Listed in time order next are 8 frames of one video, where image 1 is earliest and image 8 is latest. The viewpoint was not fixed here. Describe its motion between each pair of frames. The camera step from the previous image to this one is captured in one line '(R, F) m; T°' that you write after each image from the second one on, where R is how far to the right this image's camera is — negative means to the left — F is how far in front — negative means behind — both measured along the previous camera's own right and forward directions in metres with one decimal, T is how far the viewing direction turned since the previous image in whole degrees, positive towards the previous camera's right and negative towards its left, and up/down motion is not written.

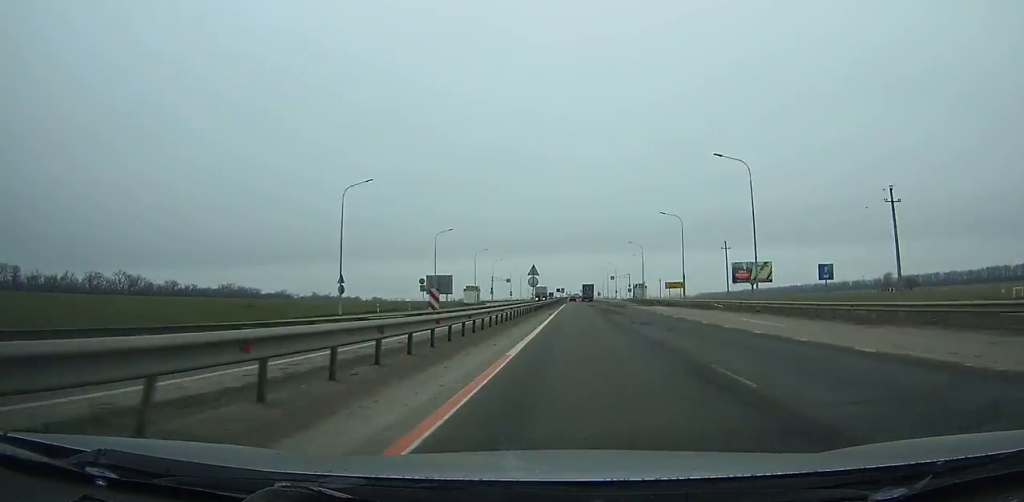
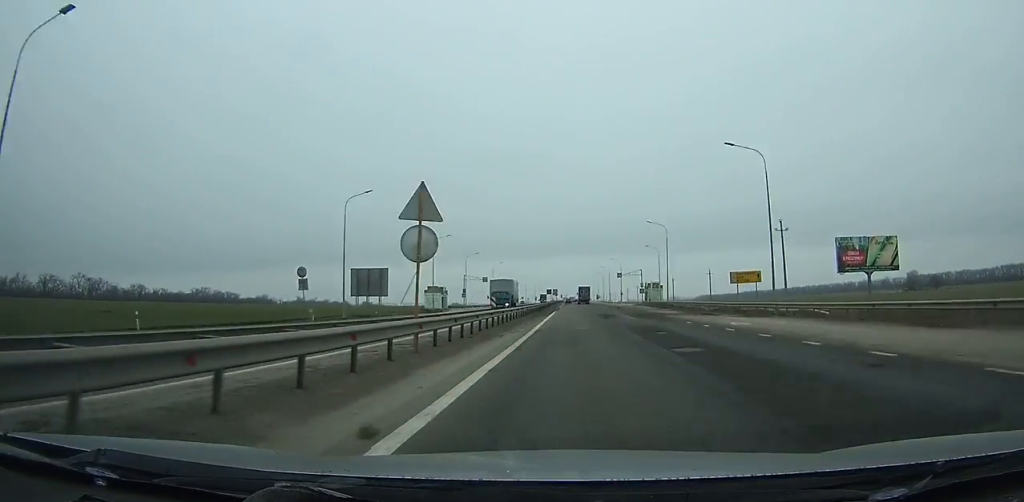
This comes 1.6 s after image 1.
(0.0, +36.1) m; 0°
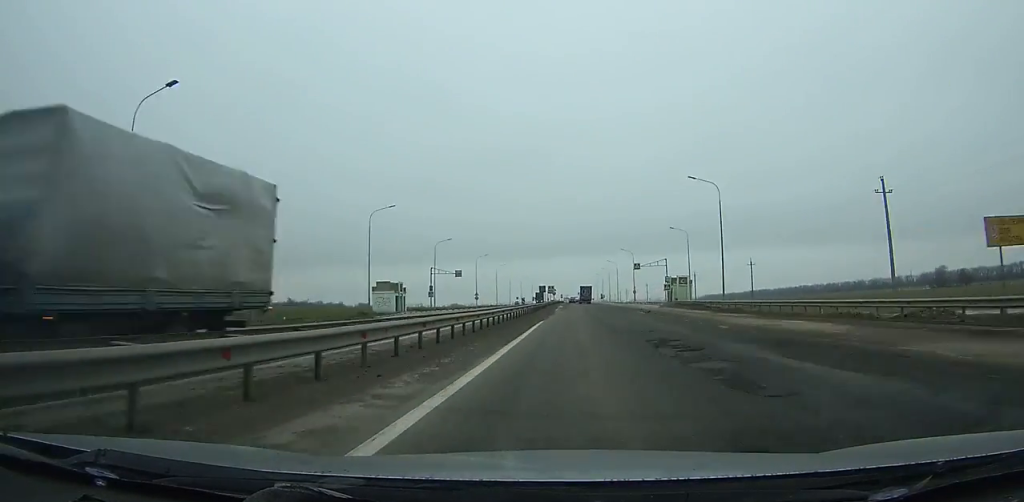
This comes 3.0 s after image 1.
(0.0, +30.9) m; 0°
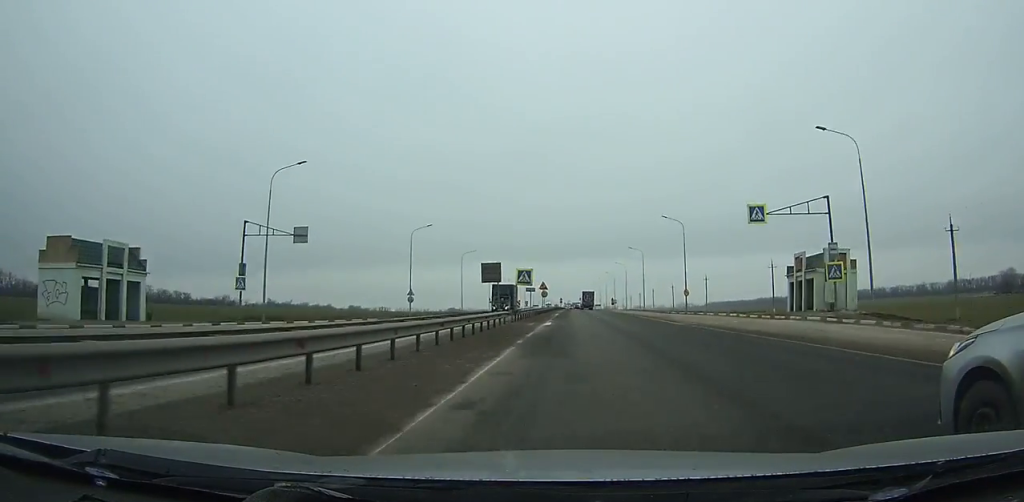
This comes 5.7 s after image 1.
(+0.2, +57.9) m; 0°
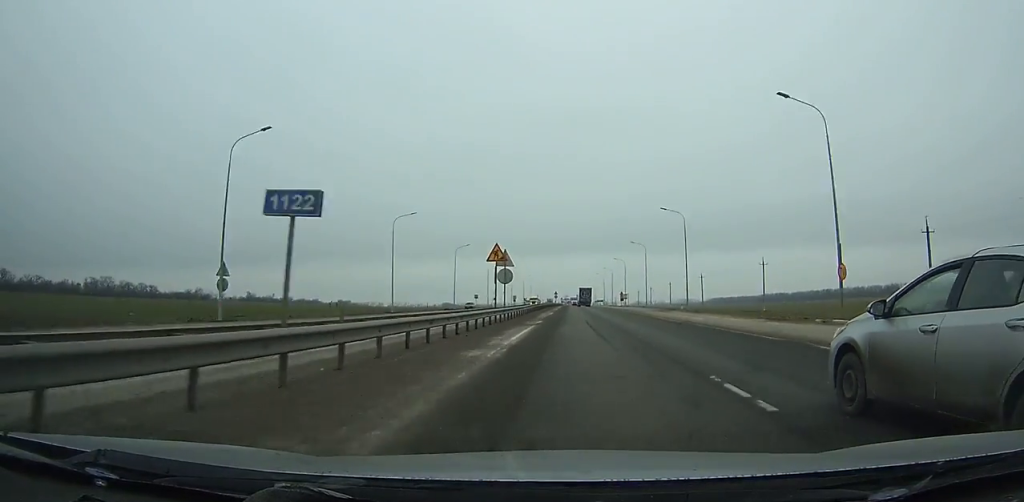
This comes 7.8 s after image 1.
(+0.1, +43.9) m; 0°
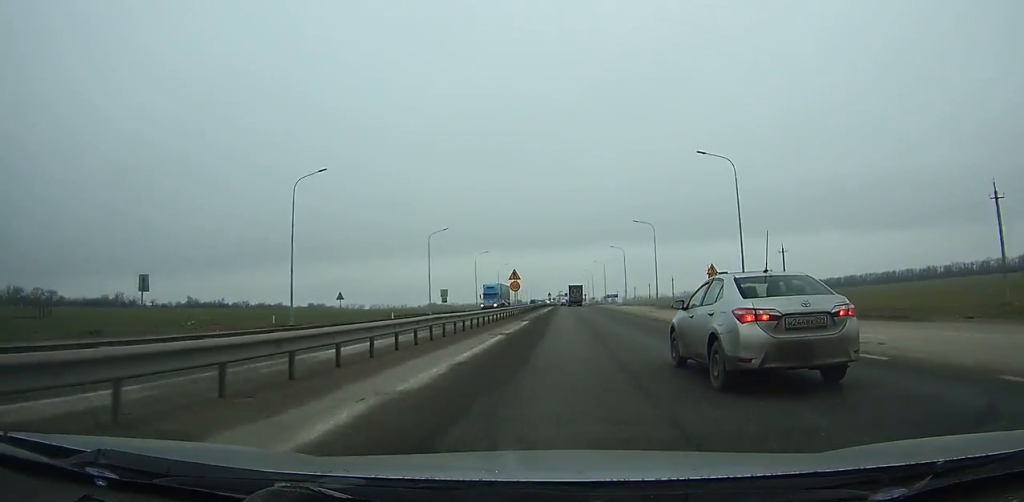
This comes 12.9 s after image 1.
(-0.2, +102.1) m; 0°
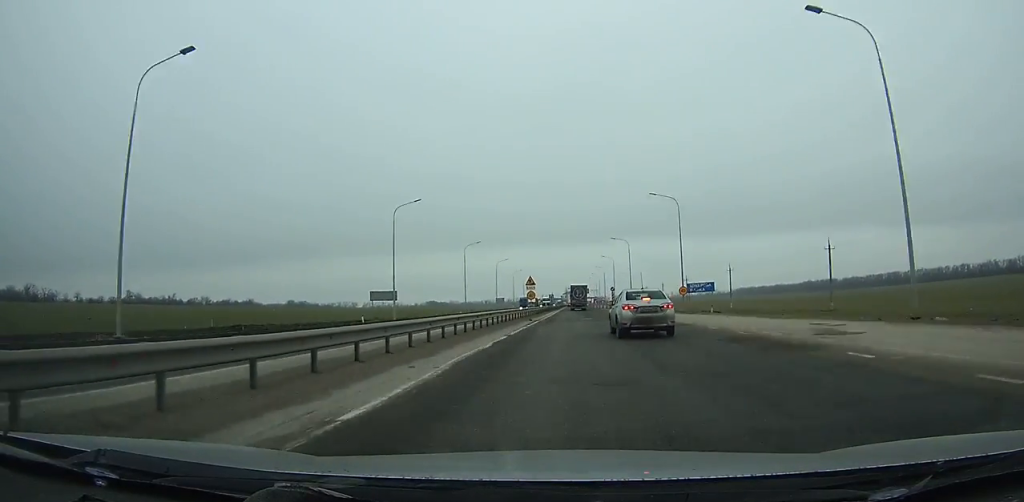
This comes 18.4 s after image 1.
(-0.8, +100.5) m; 0°
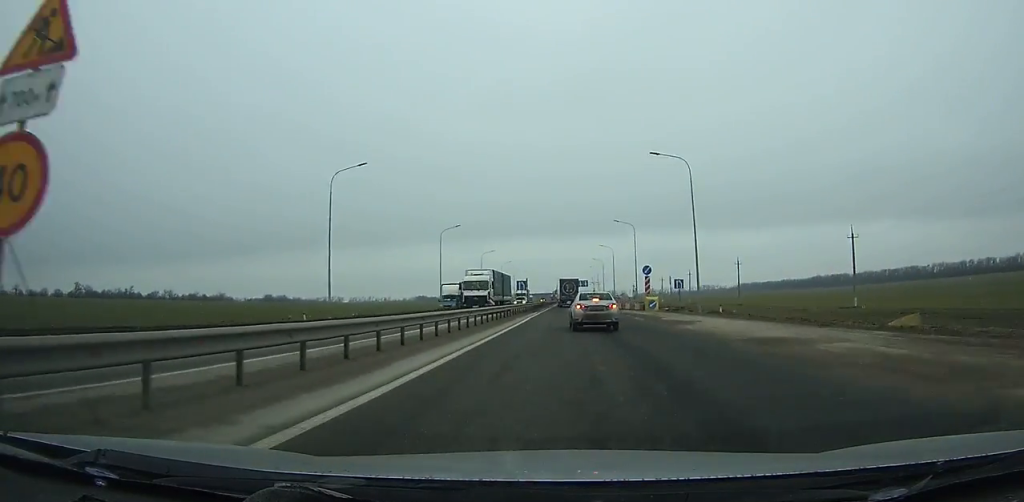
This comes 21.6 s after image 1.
(+0.5, +54.0) m; 0°
